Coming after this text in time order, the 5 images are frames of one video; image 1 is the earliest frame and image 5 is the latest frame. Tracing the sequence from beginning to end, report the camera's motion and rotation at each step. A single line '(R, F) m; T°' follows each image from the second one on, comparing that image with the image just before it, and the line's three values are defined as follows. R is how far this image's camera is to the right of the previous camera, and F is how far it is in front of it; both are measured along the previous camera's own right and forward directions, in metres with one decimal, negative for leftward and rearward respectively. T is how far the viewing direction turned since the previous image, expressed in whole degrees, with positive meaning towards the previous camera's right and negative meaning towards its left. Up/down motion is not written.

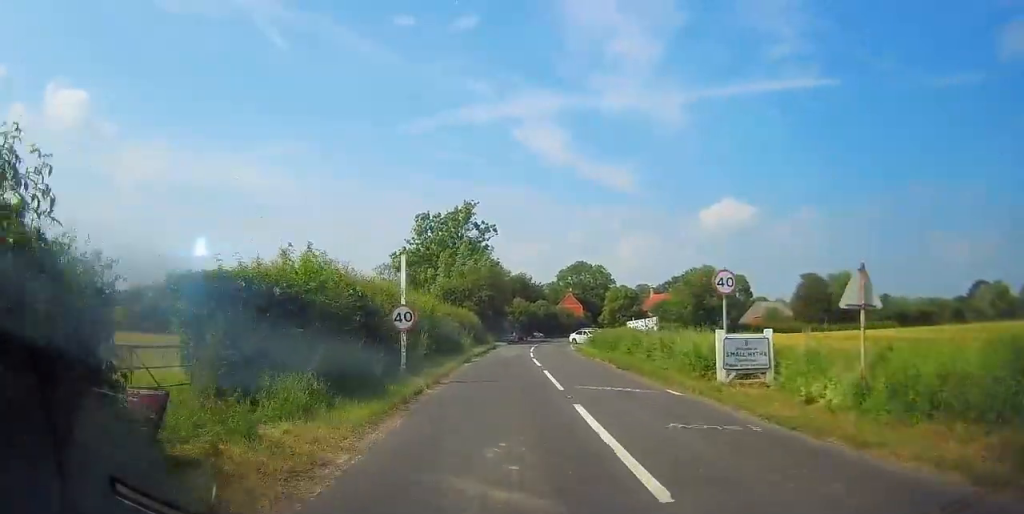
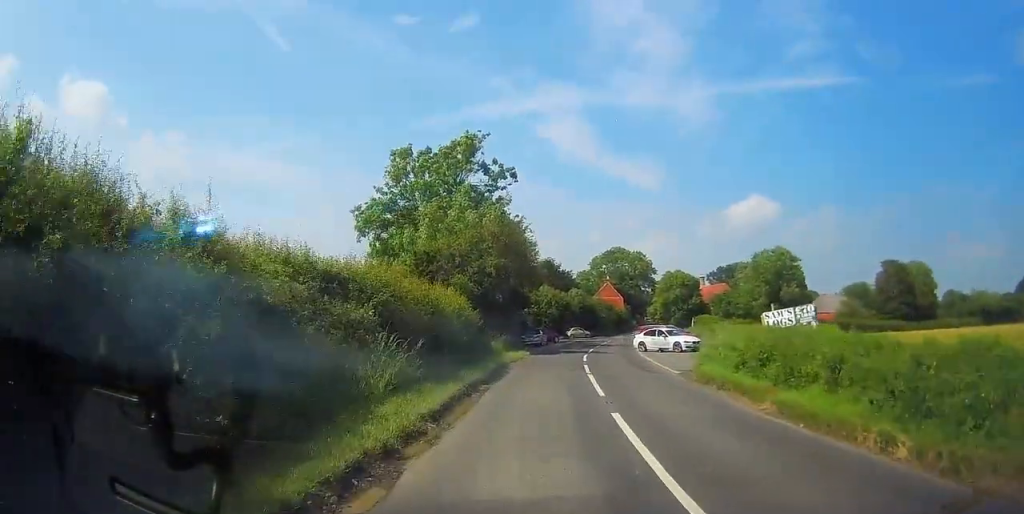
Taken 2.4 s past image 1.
(0.0, +27.3) m; -1°
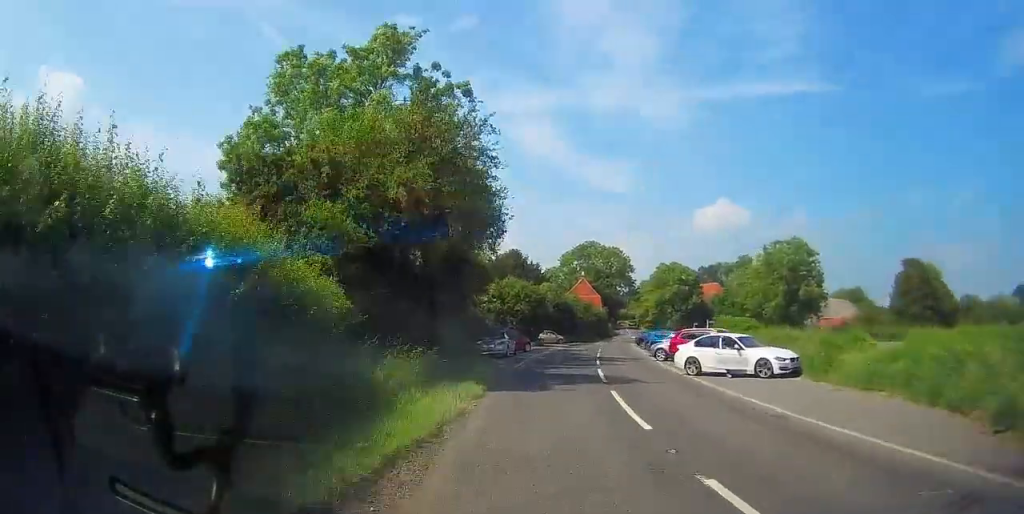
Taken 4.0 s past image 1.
(+0.3, +18.8) m; +4°
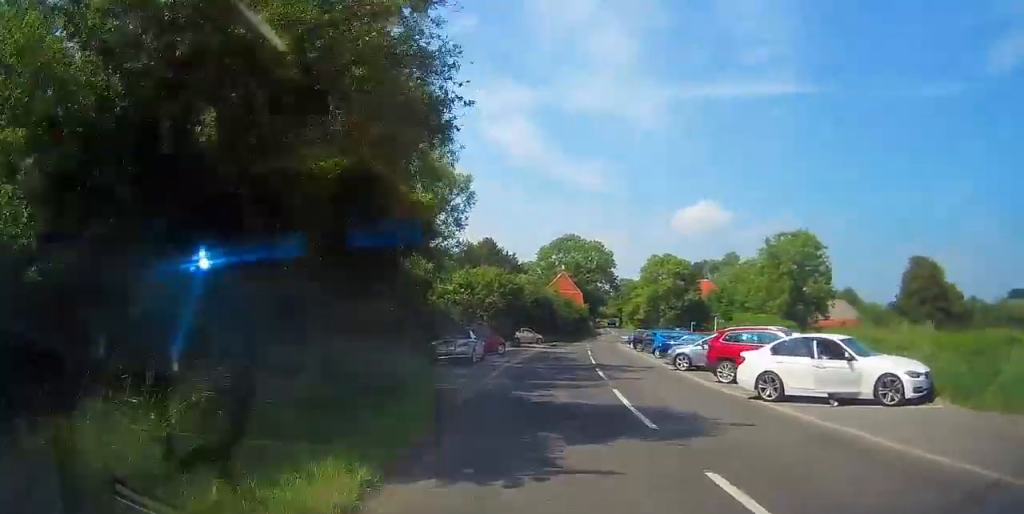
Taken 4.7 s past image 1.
(+0.2, +9.1) m; +3°
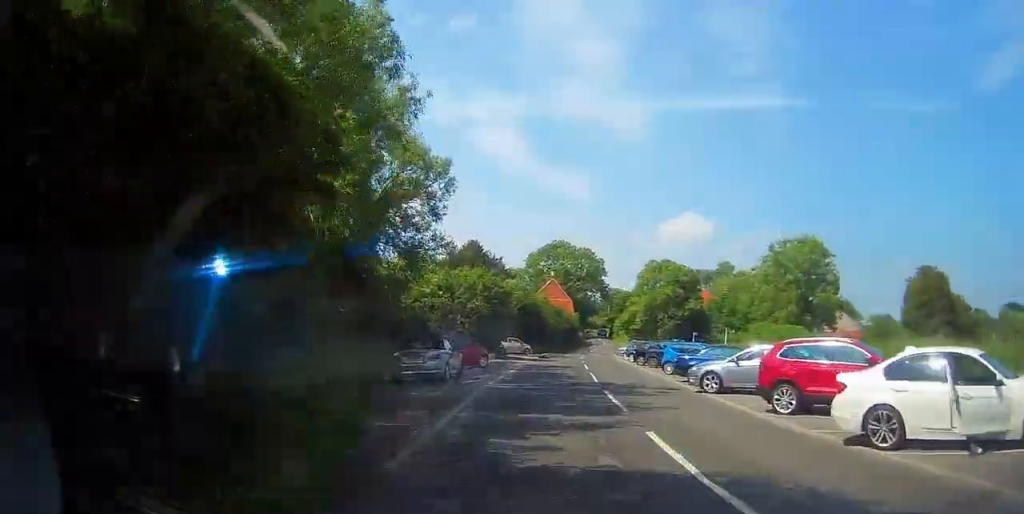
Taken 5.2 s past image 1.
(+0.1, +5.5) m; +1°
